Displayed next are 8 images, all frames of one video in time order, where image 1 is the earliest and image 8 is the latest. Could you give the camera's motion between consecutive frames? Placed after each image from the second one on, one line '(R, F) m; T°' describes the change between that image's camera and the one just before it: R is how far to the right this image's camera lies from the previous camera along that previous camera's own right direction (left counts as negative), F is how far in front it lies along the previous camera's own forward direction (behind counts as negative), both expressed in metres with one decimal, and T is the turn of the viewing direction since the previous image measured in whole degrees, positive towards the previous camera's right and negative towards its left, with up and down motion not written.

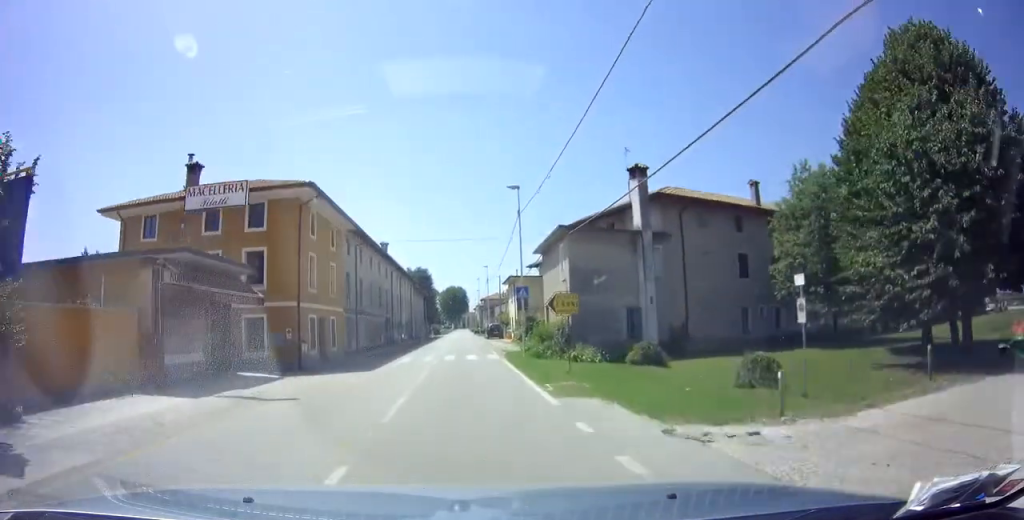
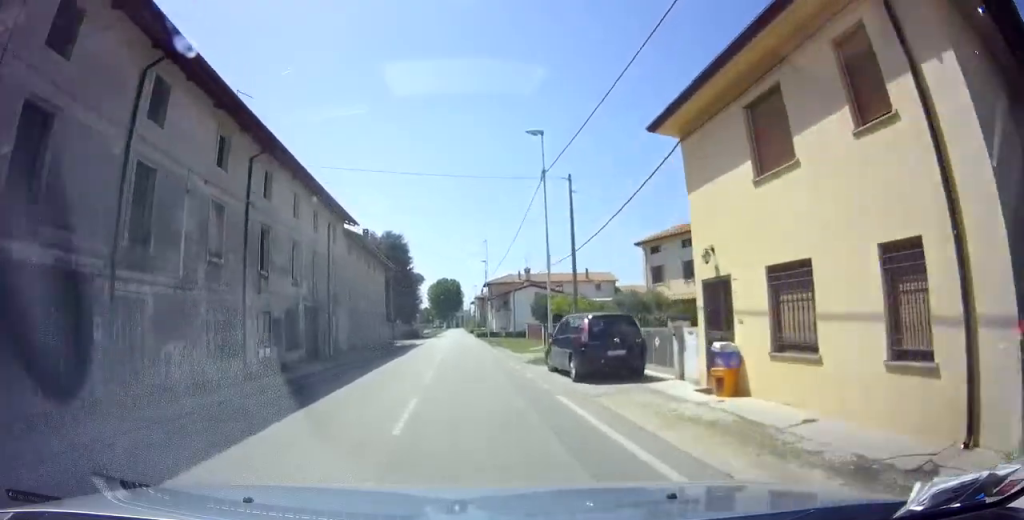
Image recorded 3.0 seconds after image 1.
(-0.1, +44.0) m; 0°
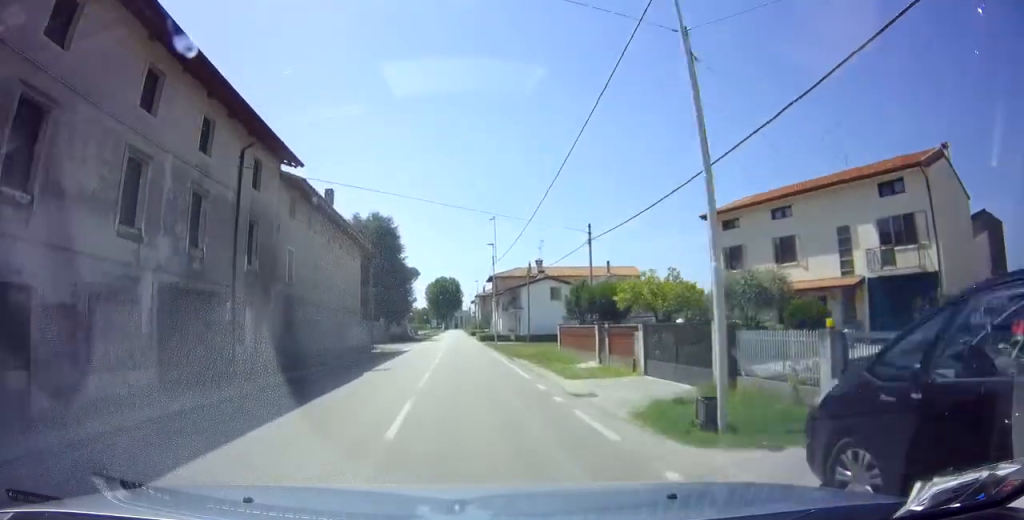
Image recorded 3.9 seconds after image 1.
(+0.1, +12.1) m; 0°
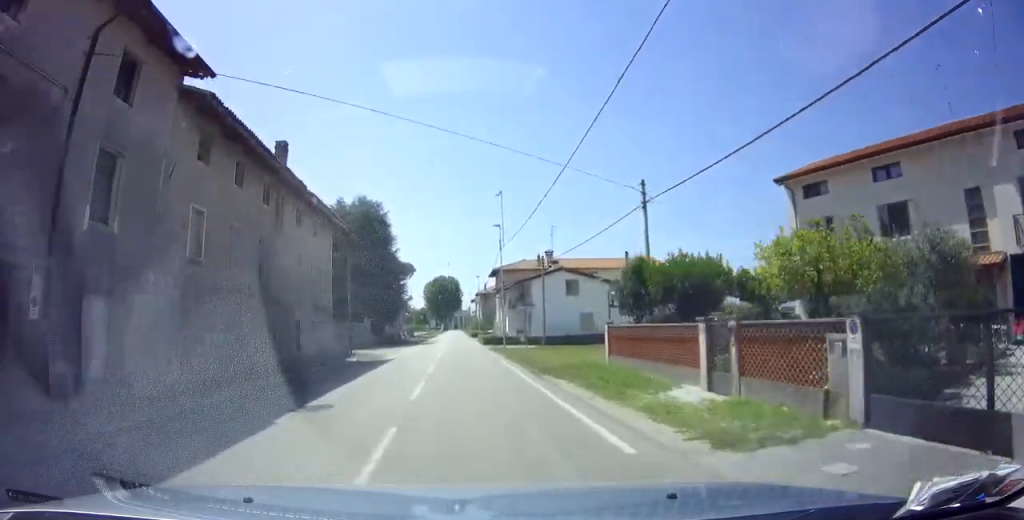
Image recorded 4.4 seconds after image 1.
(+0.2, +8.3) m; 0°
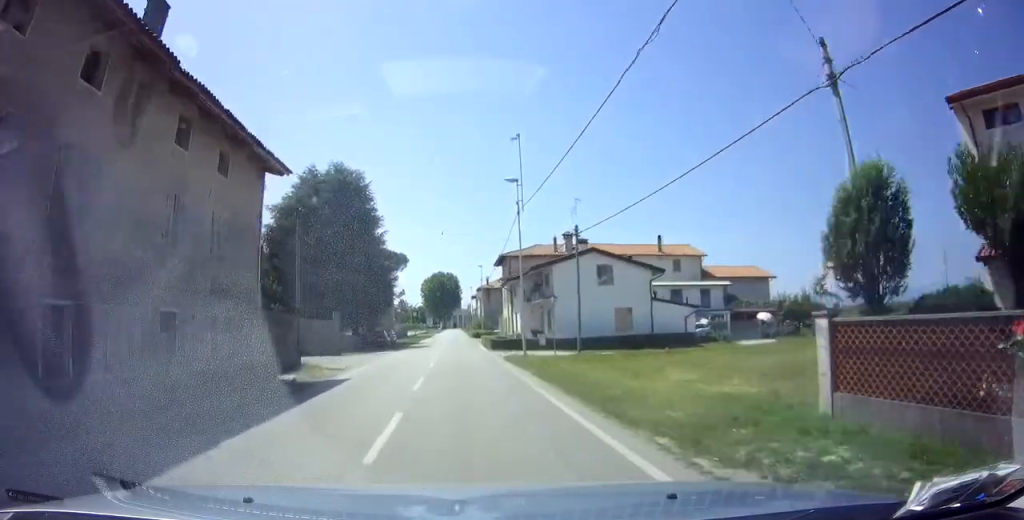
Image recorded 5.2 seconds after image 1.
(-0.3, +10.8) m; 0°
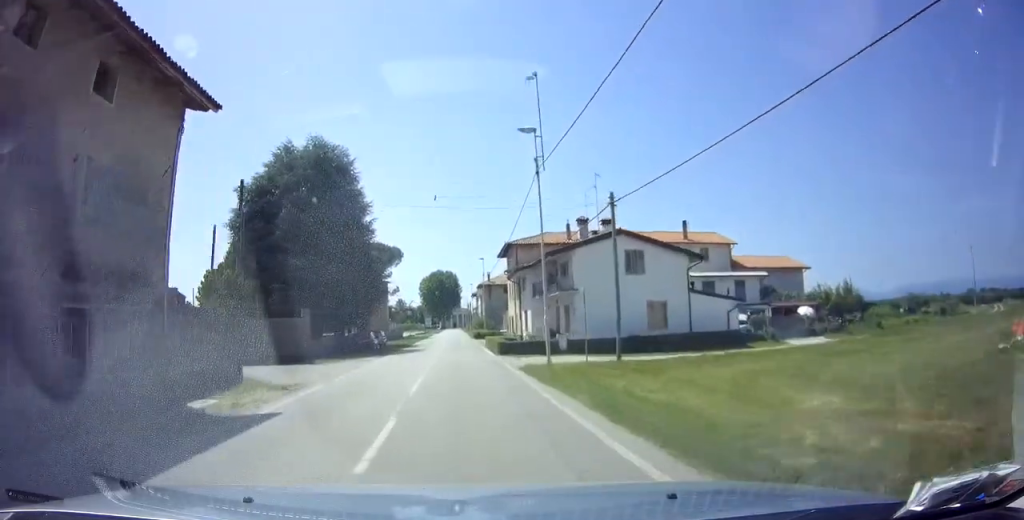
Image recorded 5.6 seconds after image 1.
(+0.1, +6.9) m; 0°
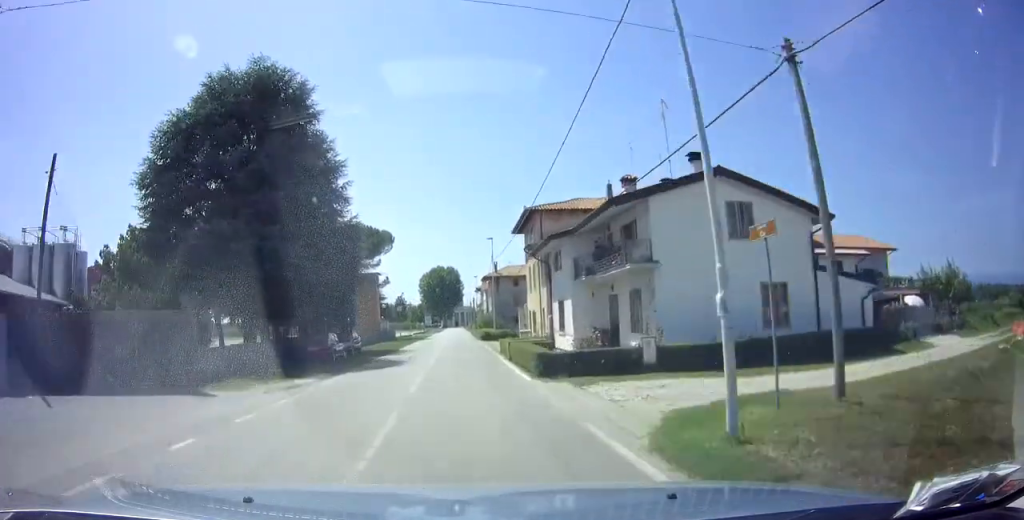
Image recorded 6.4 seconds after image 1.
(+0.2, +11.9) m; 0°
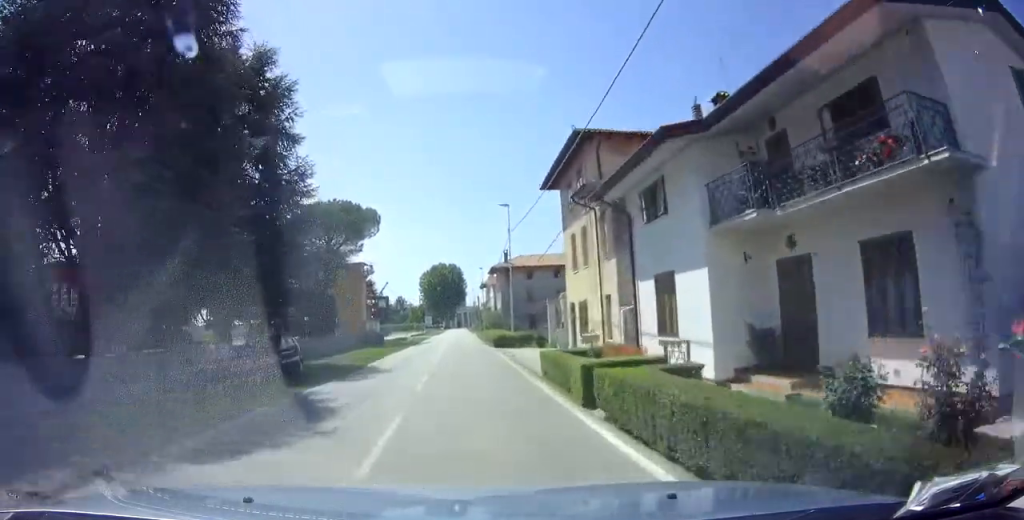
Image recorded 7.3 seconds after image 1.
(-0.3, +12.4) m; 0°
